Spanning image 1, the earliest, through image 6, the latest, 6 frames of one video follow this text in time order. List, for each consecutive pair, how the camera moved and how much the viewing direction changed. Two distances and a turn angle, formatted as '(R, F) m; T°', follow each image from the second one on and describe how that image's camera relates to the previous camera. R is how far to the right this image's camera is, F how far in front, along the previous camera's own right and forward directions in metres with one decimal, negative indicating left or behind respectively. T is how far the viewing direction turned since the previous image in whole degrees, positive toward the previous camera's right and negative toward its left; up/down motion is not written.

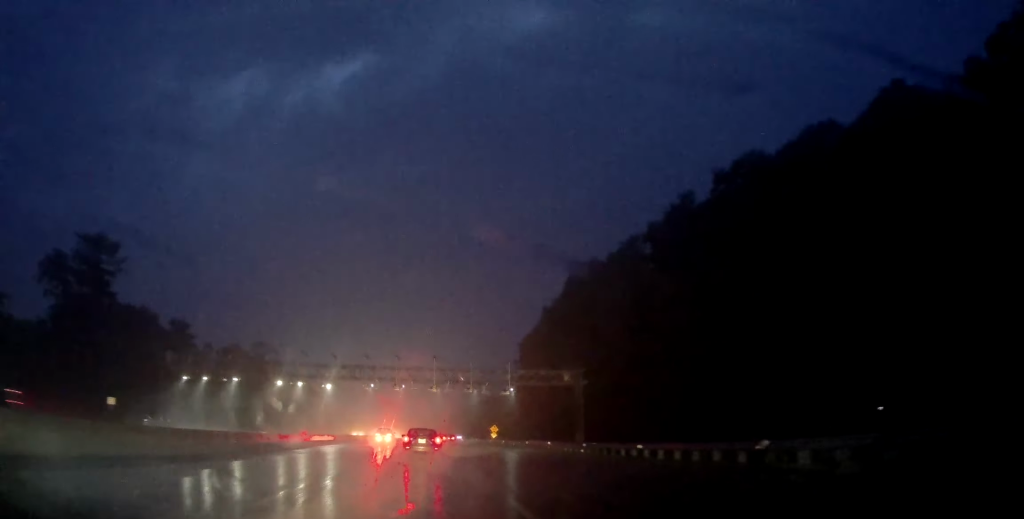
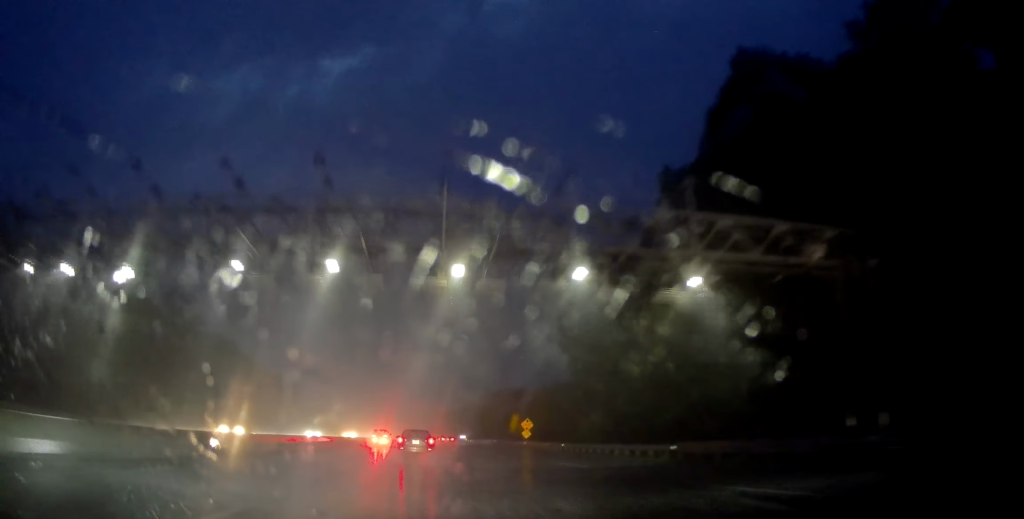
(+1.0, +40.8) m; 0°
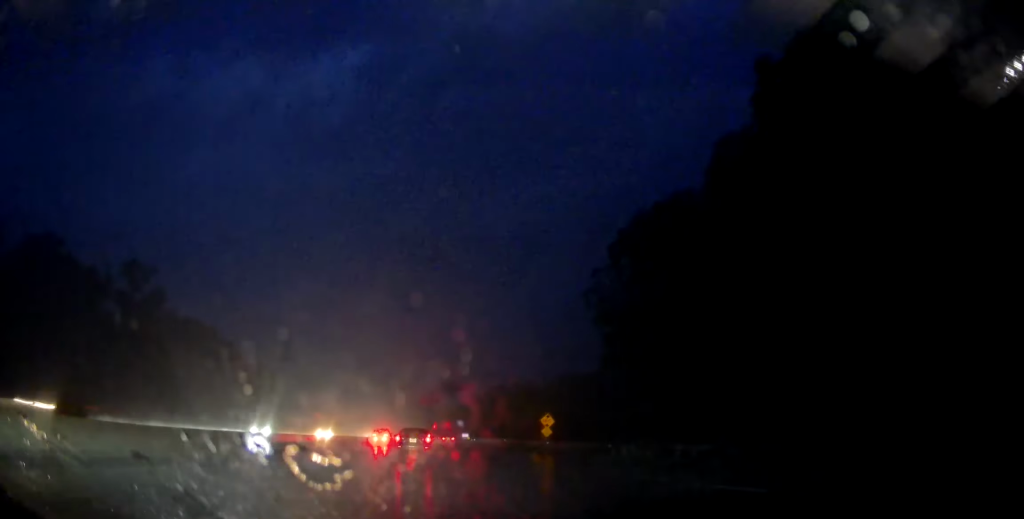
(-0.4, +12.7) m; 0°
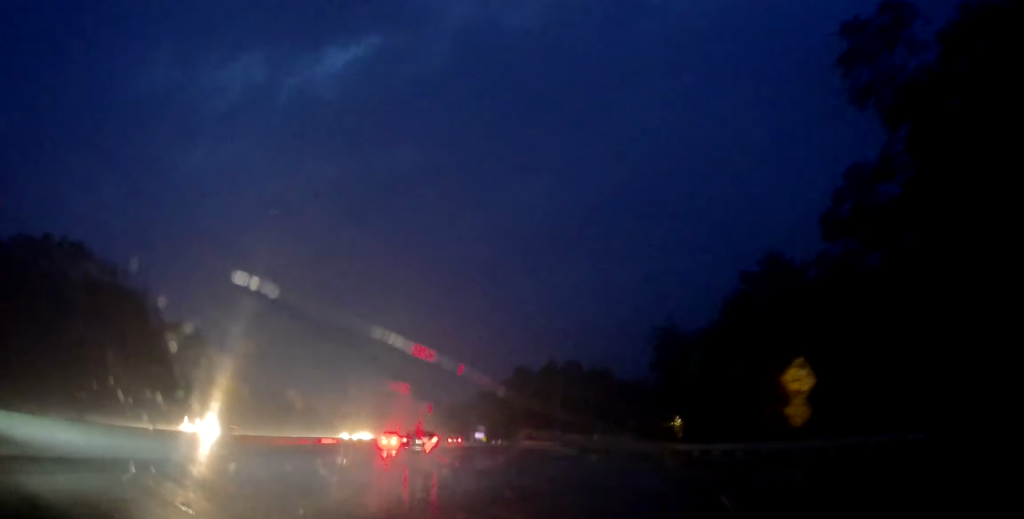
(+0.6, +44.1) m; 0°
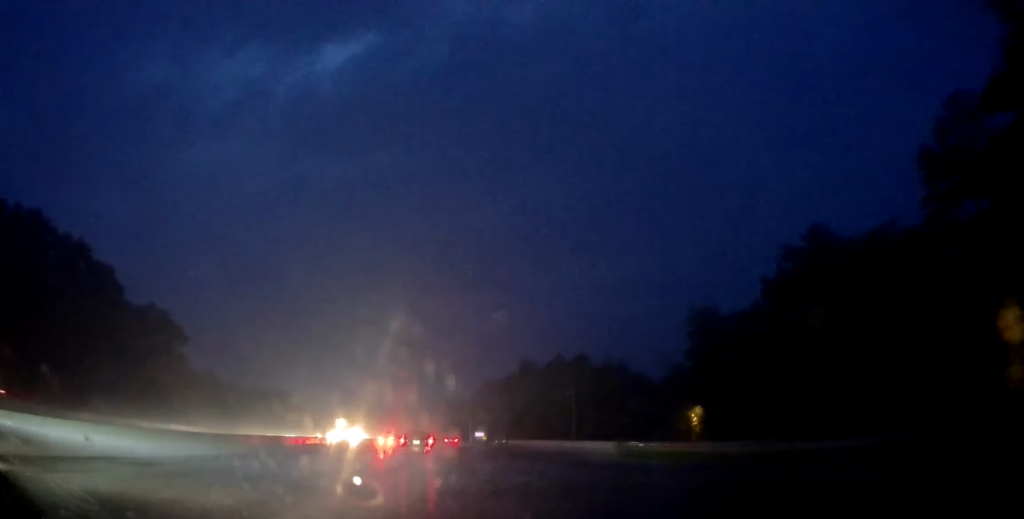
(-0.1, +10.0) m; -1°
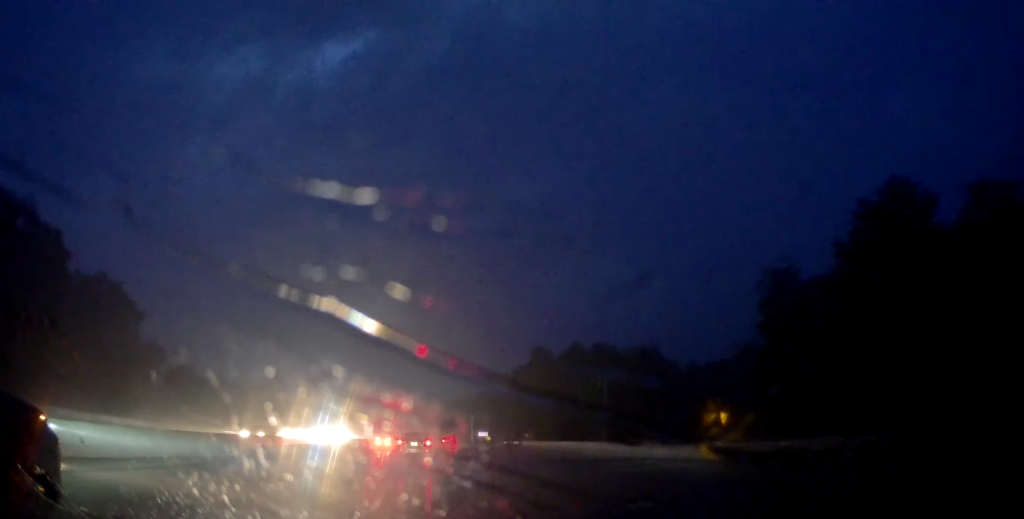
(-0.1, +13.1) m; 0°
